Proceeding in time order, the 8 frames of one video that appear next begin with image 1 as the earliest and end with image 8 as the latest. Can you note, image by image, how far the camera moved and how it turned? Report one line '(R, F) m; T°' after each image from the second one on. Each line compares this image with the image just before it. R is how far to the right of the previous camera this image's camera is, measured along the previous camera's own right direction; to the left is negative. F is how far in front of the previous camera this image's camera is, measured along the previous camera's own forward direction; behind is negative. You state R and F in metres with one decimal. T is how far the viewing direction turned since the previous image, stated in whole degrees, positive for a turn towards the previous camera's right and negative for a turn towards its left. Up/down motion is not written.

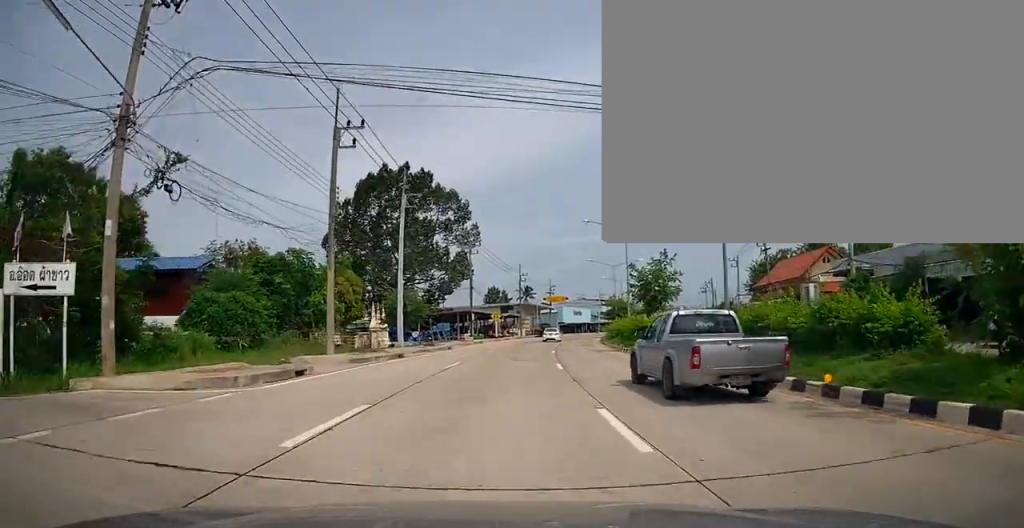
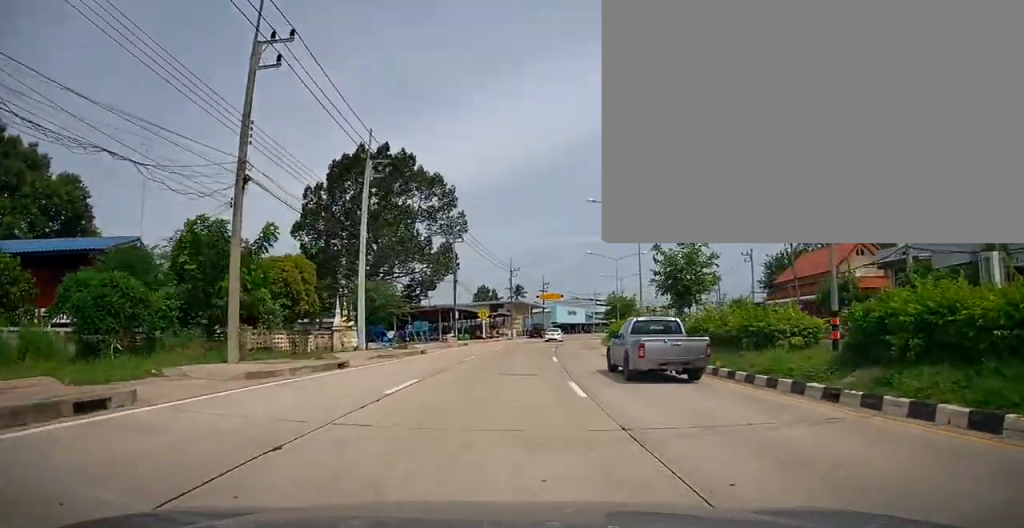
(+0.1, +7.4) m; +1°
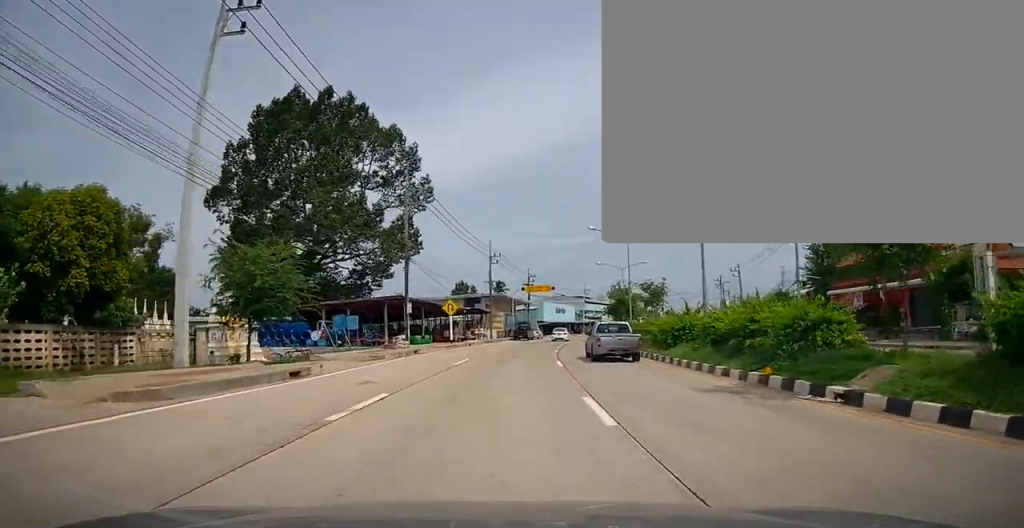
(+0.3, +15.2) m; +1°
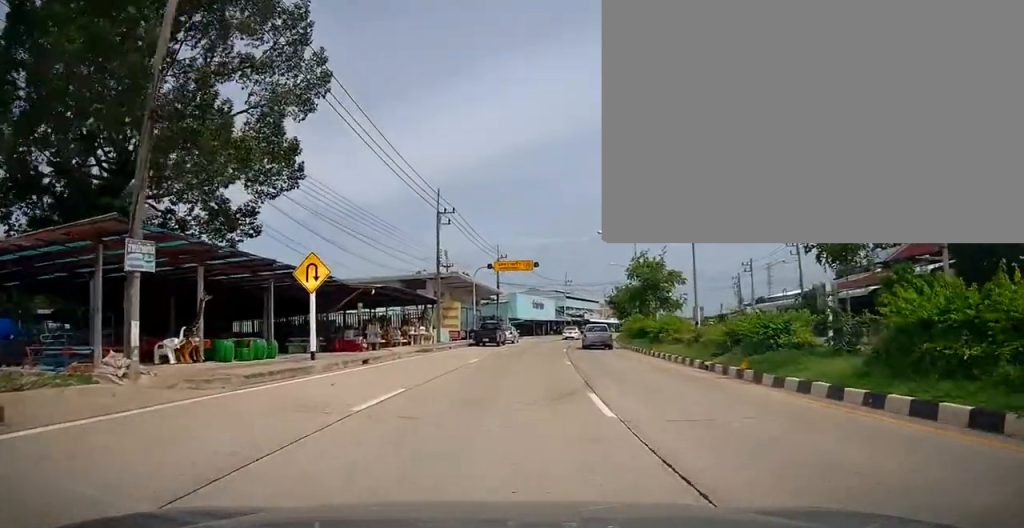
(+0.6, +23.5) m; +4°
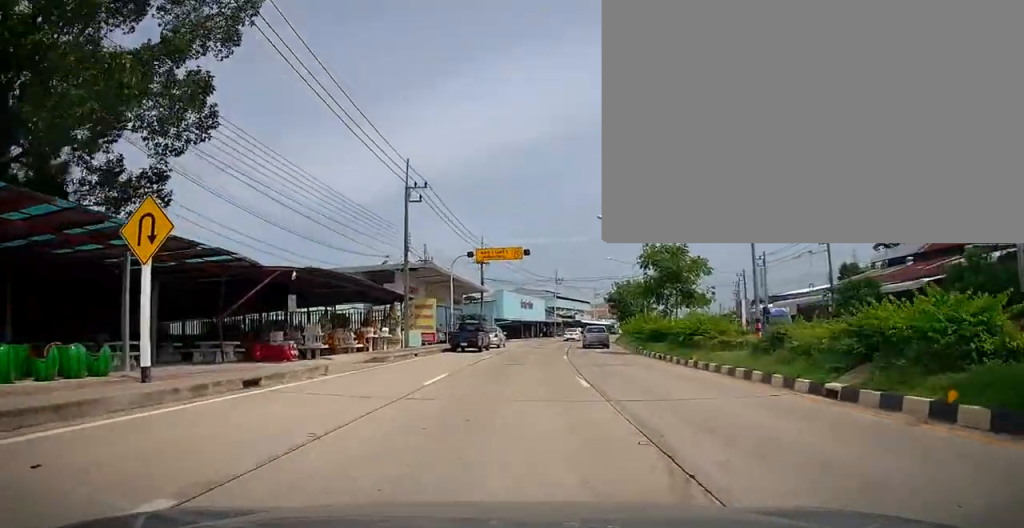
(0.0, +7.6) m; +1°
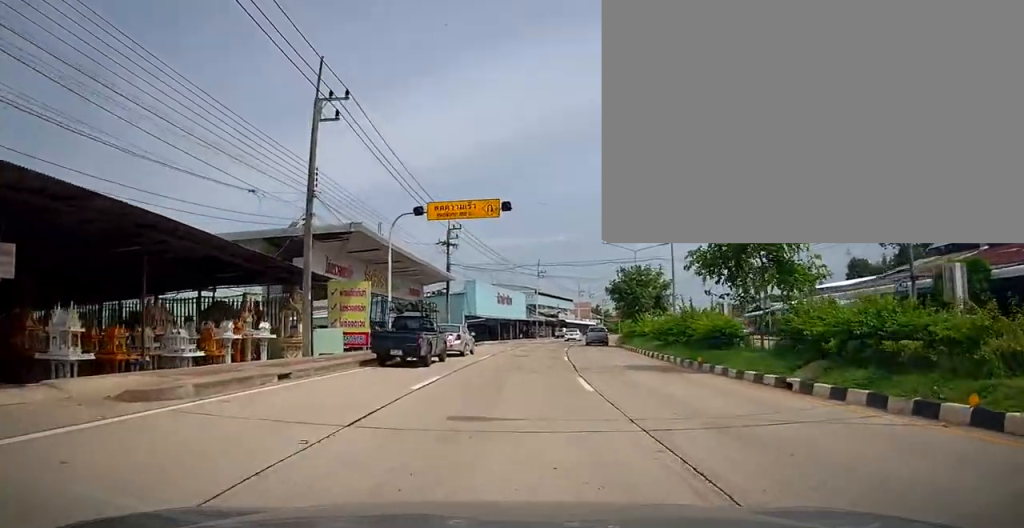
(+0.2, +13.0) m; +2°
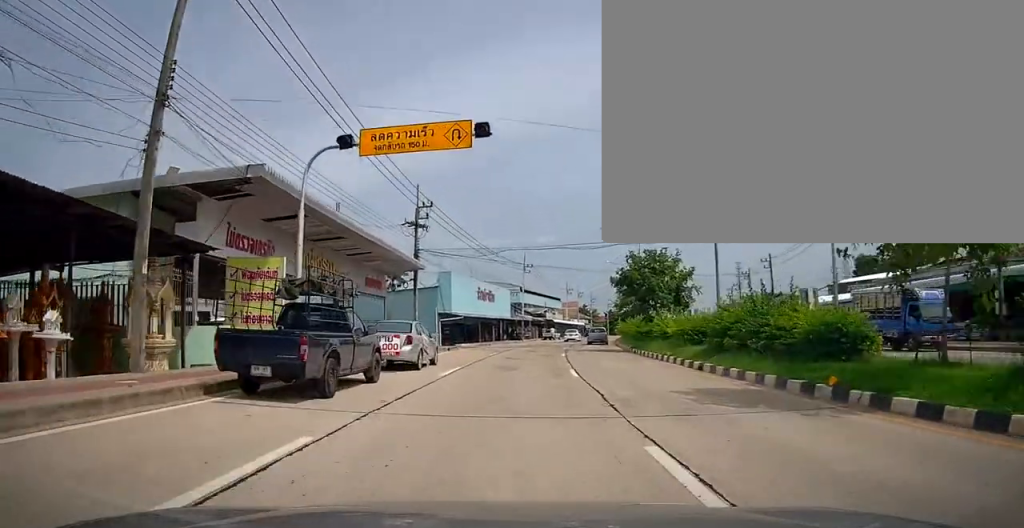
(+0.1, +8.8) m; +1°
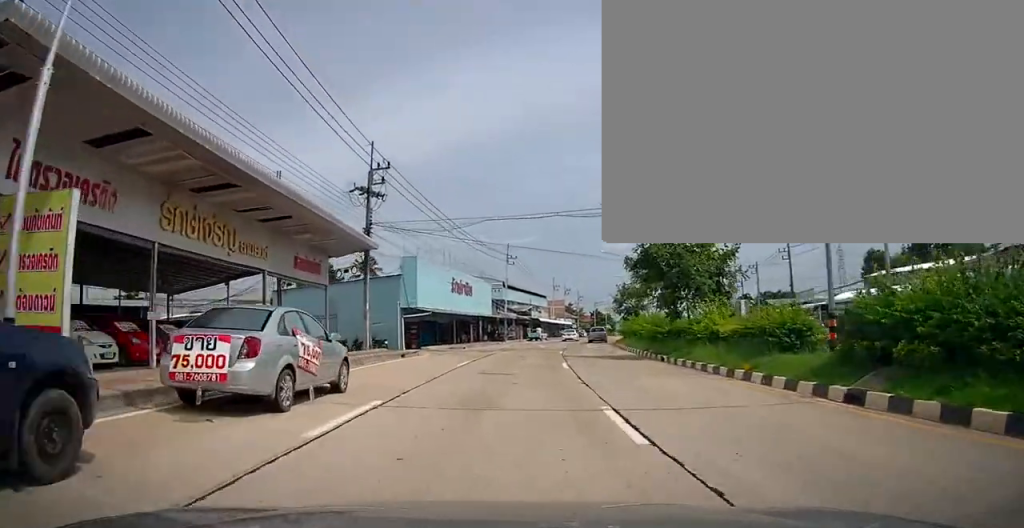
(+0.1, +9.2) m; +1°
